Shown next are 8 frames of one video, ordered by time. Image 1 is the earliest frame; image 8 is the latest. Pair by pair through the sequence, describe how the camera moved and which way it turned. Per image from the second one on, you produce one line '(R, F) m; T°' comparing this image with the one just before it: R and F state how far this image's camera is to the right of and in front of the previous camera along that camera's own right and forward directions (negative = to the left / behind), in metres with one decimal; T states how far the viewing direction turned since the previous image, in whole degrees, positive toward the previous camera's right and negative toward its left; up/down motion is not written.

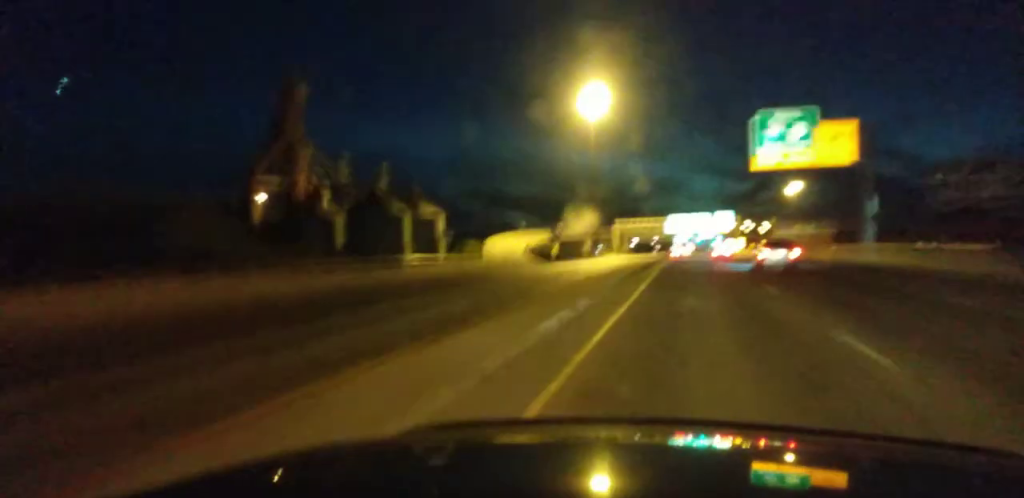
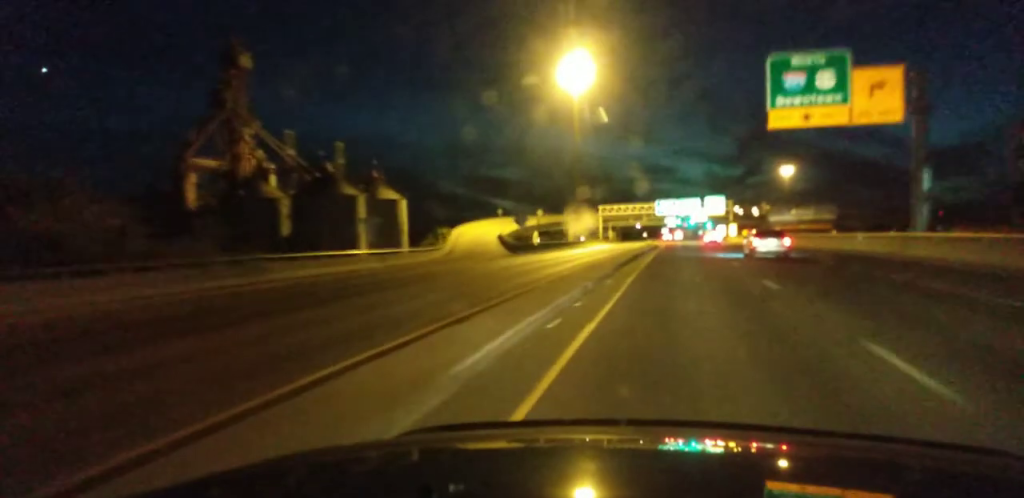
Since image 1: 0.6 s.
(0.0, +13.3) m; 0°
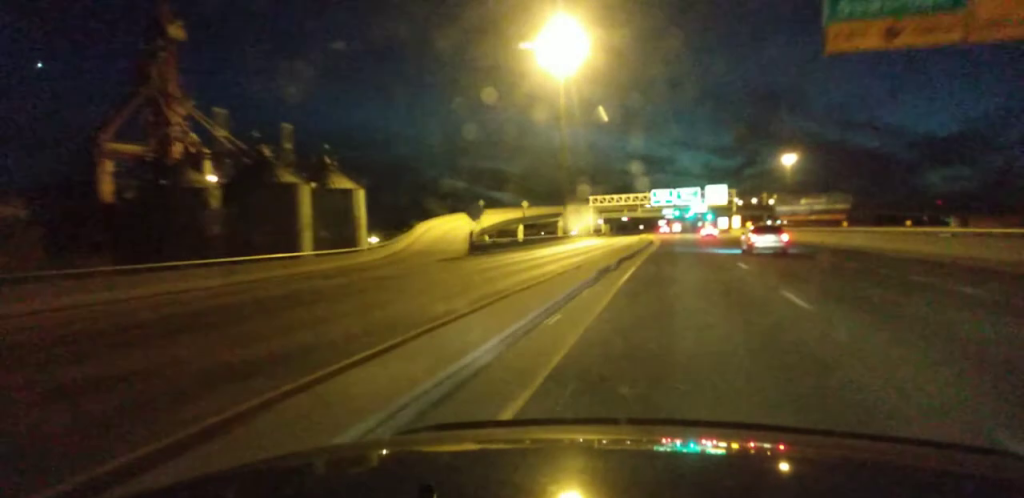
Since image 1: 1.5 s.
(+0.2, +18.0) m; 0°
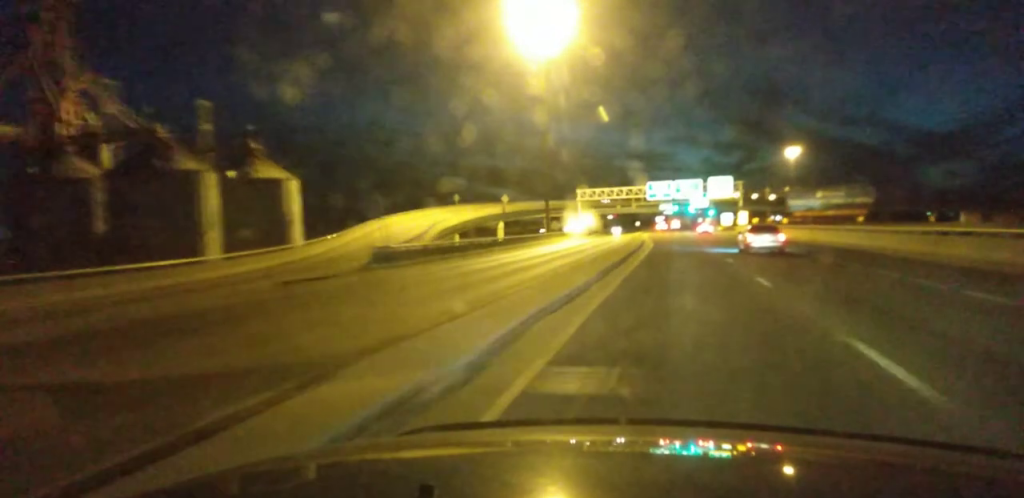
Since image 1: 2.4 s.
(-0.1, +19.0) m; 0°
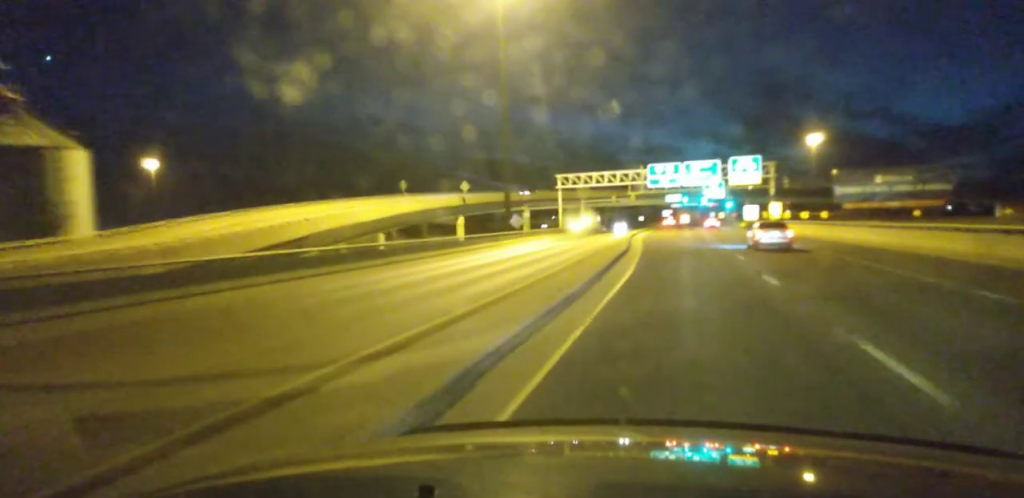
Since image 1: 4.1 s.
(-0.1, +35.5) m; -1°
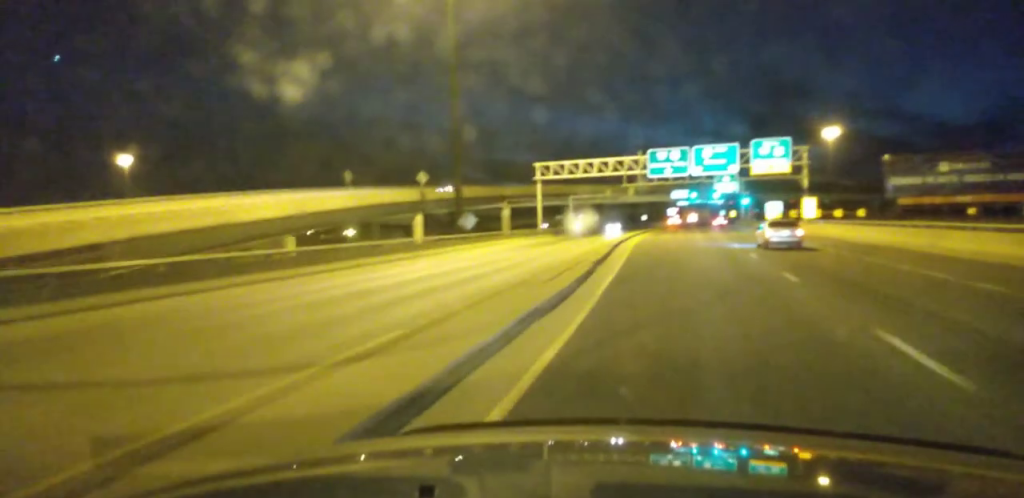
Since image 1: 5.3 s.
(-0.3, +23.6) m; -1°
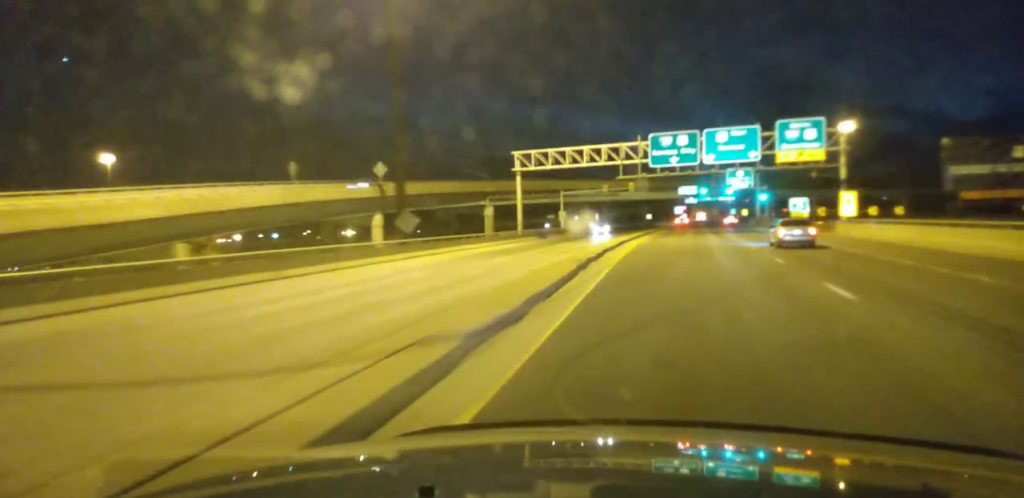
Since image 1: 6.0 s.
(0.0, +14.9) m; 0°
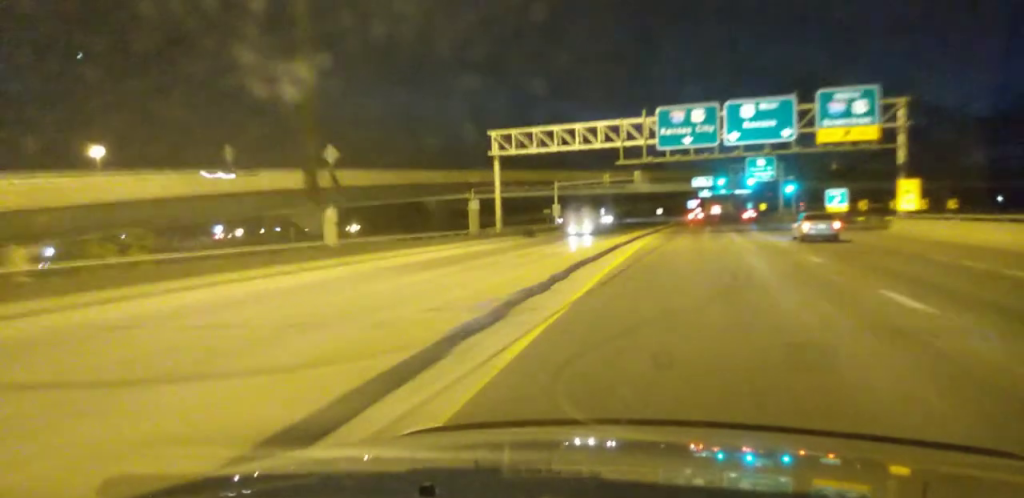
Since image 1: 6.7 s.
(0.0, +14.3) m; 0°
